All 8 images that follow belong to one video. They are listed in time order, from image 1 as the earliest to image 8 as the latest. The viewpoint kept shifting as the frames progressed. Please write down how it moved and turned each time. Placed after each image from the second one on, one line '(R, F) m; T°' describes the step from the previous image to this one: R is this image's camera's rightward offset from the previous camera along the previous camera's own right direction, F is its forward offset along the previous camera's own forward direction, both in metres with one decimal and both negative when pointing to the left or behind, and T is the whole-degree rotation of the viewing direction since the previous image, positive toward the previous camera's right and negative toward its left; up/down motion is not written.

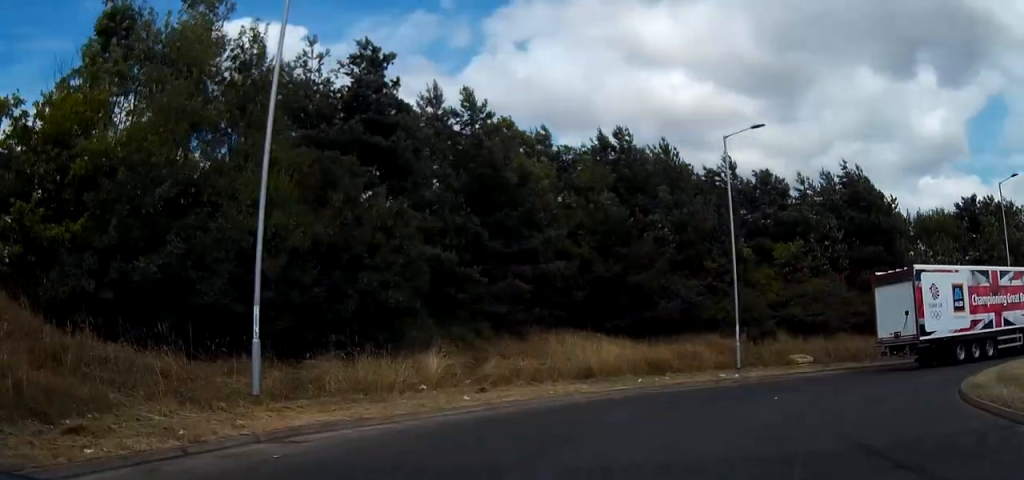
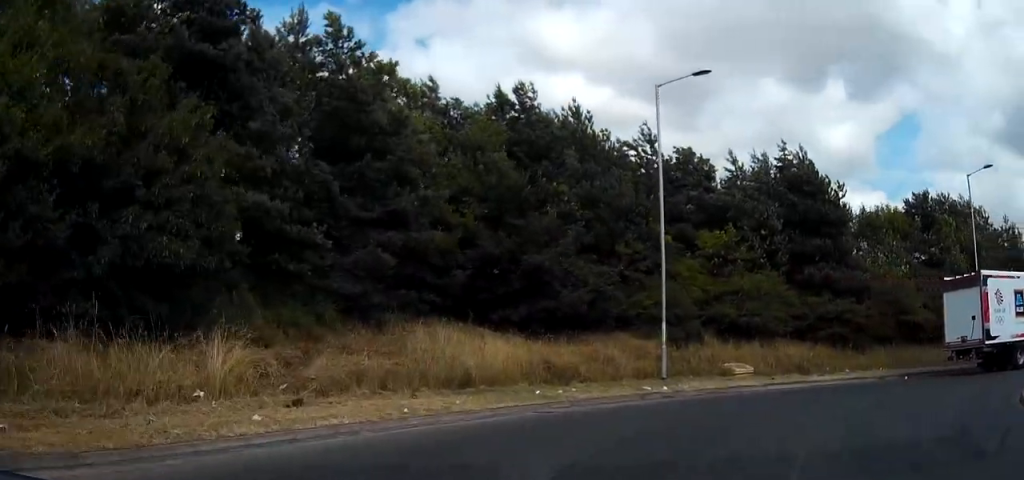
(+0.6, +6.8) m; +14°
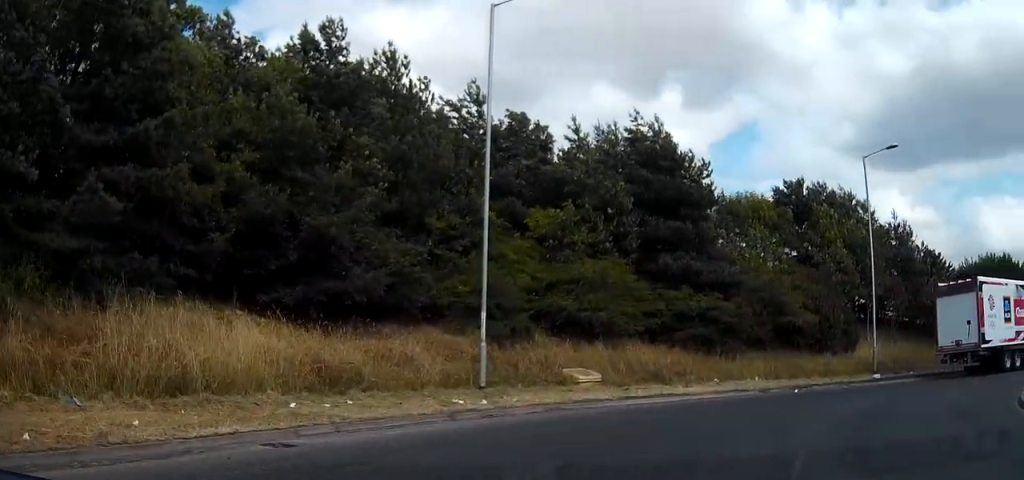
(+0.6, +6.1) m; +14°
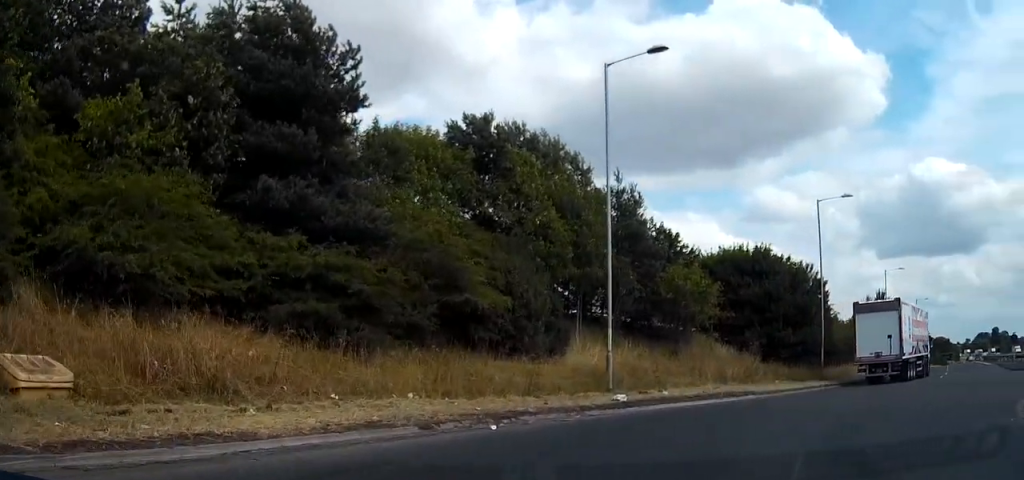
(+3.2, +12.4) m; +26°
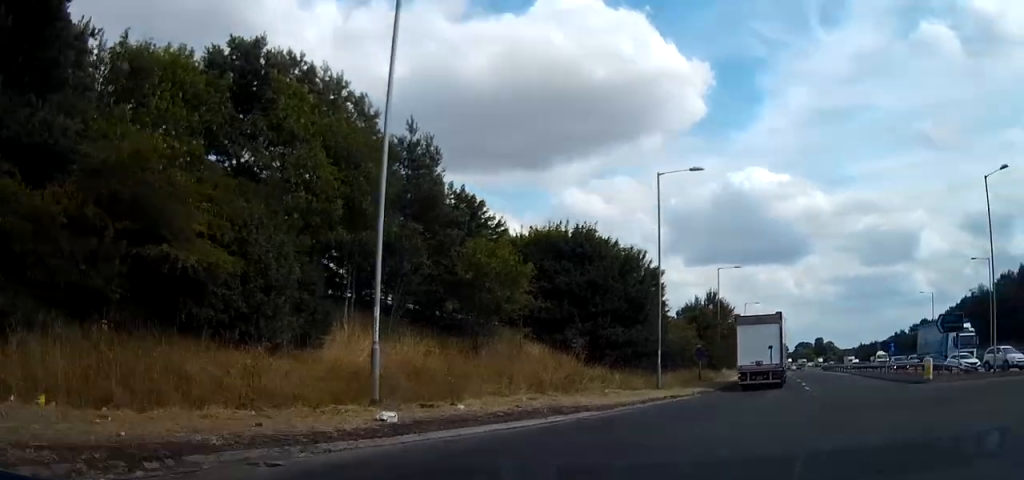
(+0.8, +7.7) m; +11°
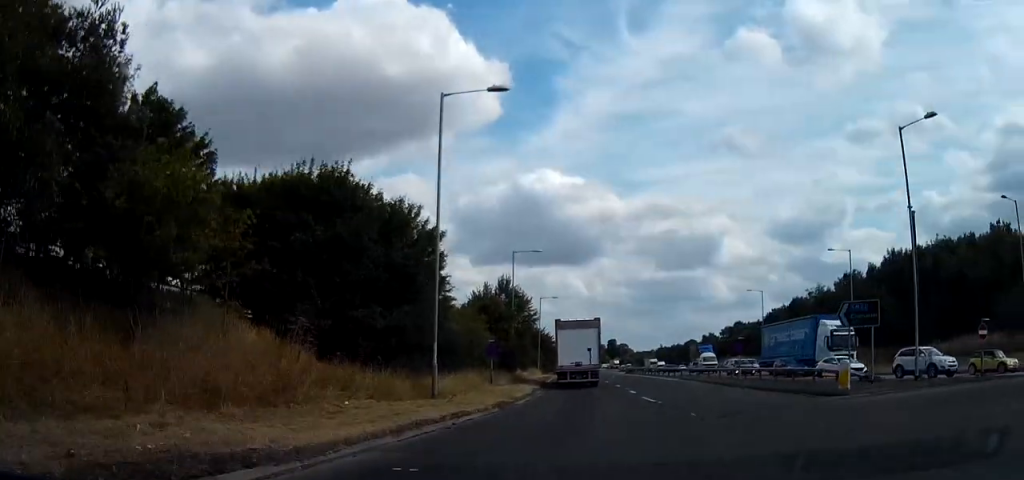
(+0.9, +11.4) m; +7°
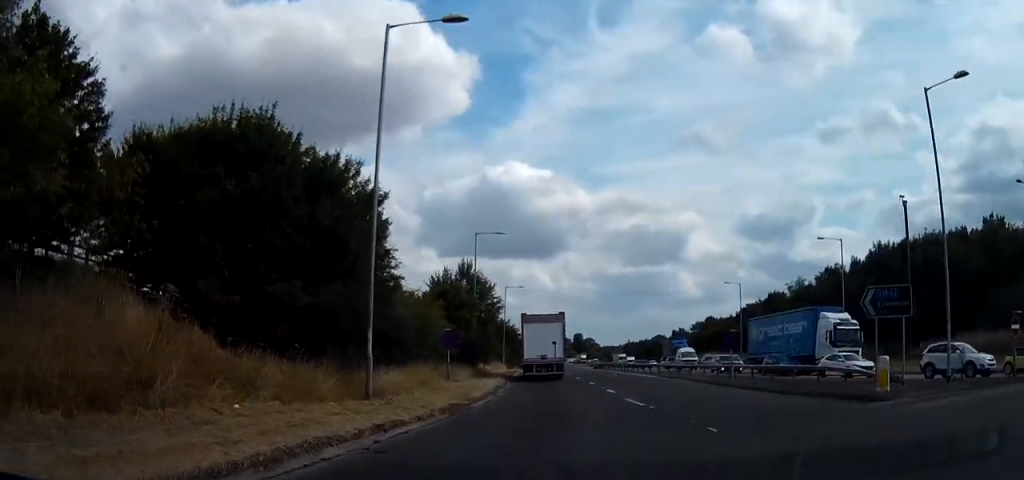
(+0.2, +5.3) m; +1°
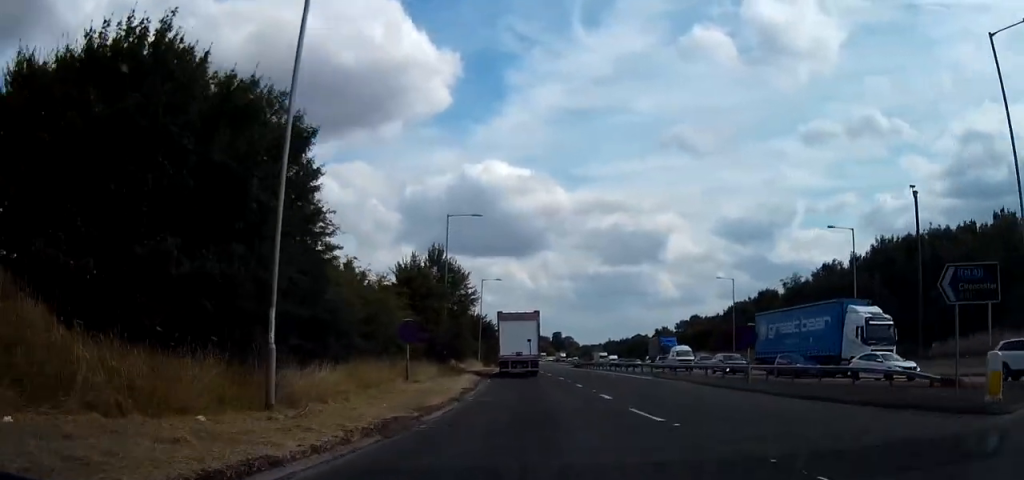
(+0.1, +6.2) m; +1°
